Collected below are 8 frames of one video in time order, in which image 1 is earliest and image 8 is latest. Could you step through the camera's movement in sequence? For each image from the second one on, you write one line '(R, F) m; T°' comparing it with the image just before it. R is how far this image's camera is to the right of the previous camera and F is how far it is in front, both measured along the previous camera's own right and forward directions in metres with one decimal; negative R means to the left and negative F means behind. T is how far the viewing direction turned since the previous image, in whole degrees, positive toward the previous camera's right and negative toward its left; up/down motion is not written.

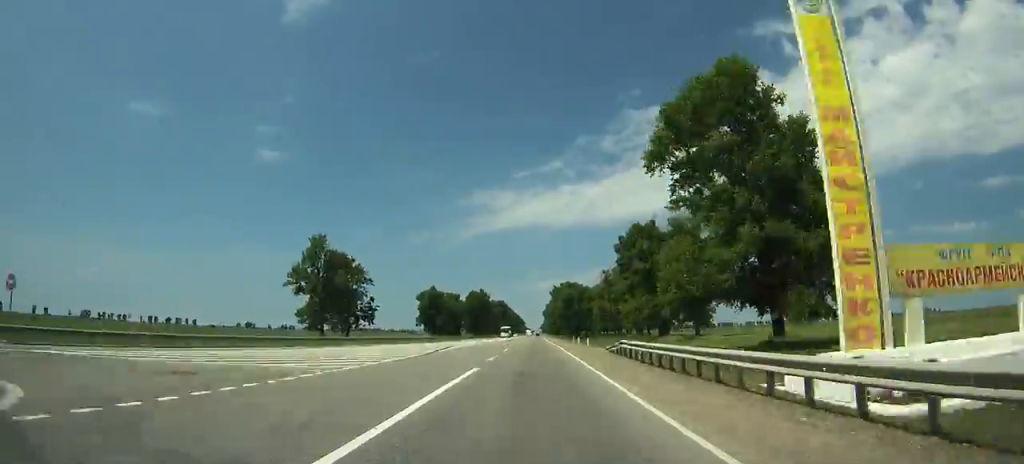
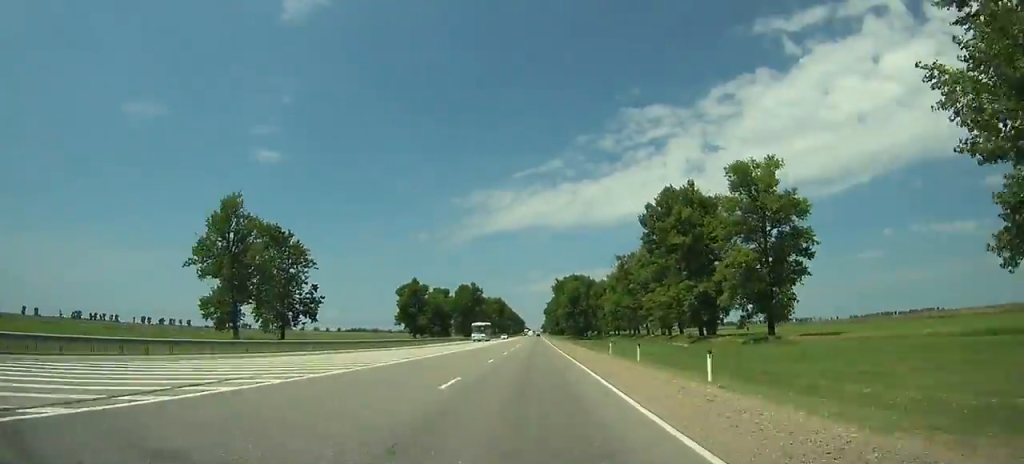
(-0.1, +34.6) m; 0°
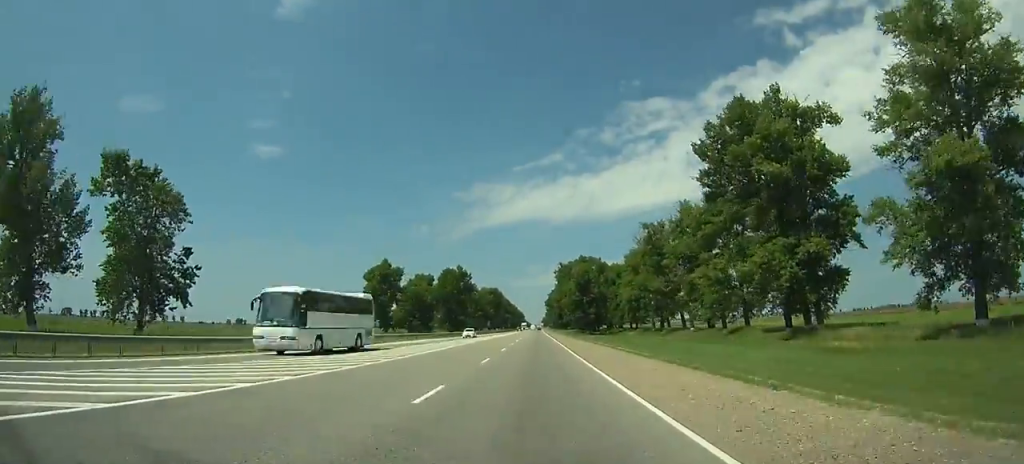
(+0.2, +39.8) m; 0°
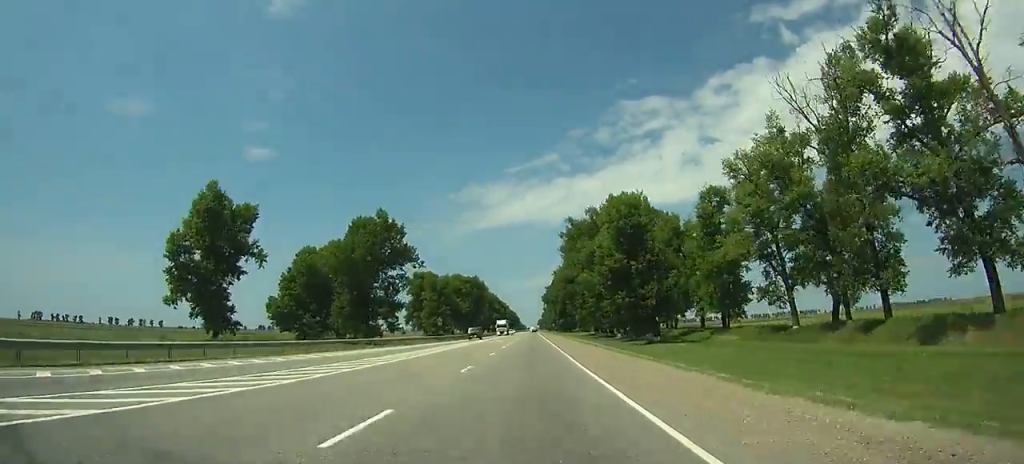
(+0.3, +87.6) m; 0°
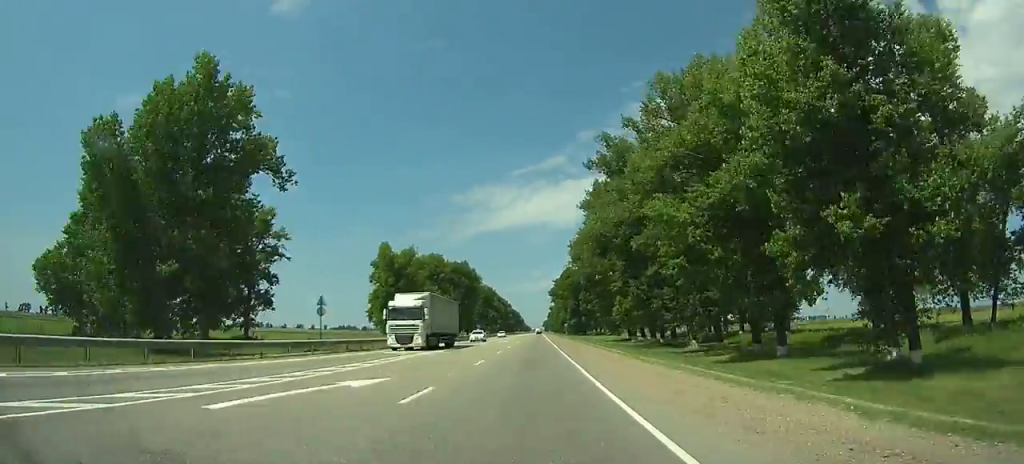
(-0.2, +55.8) m; 0°
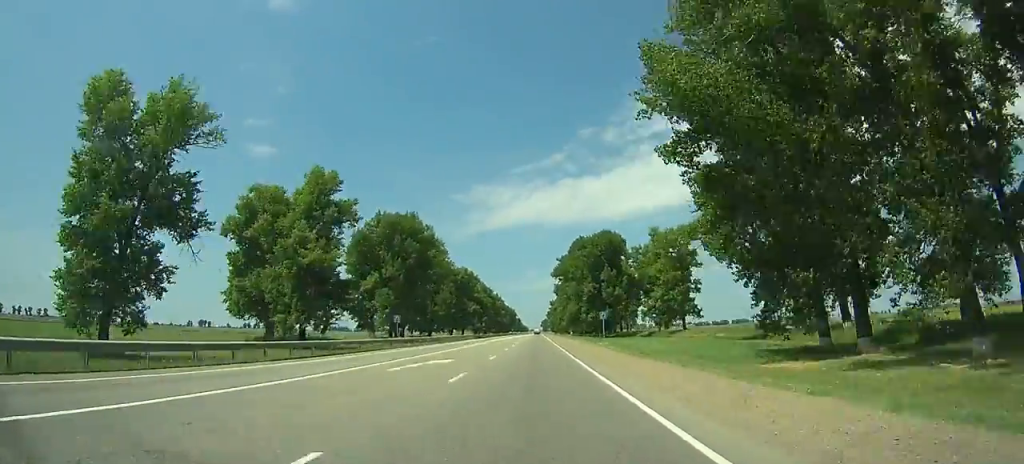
(-0.2, +79.5) m; 0°
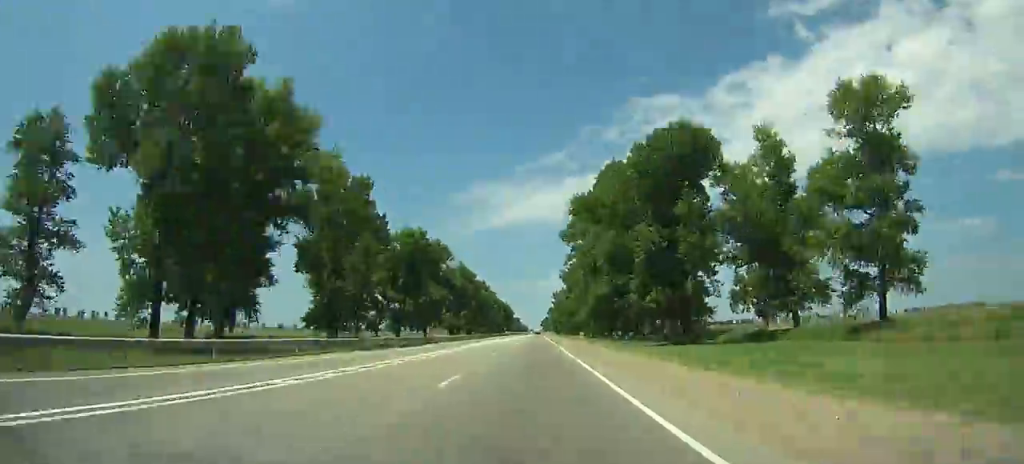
(+0.1, +72.9) m; 0°
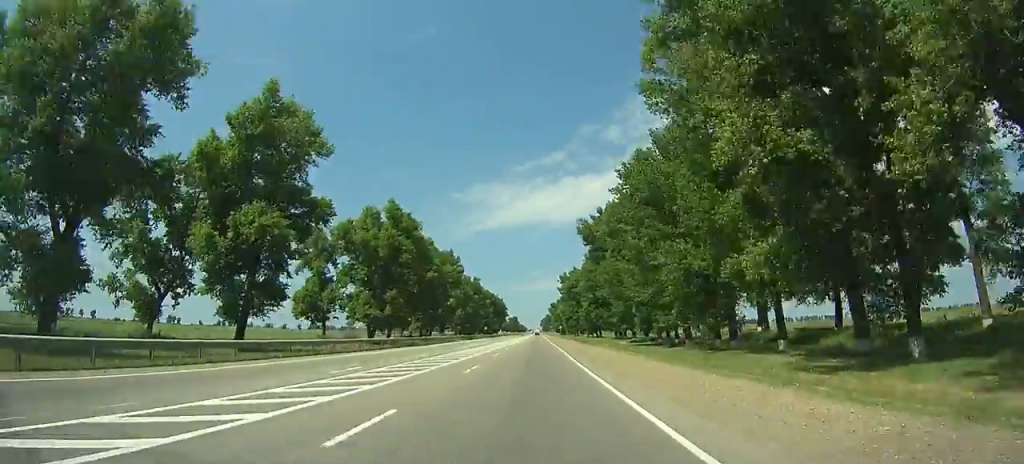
(+0.4, +92.3) m; 0°
